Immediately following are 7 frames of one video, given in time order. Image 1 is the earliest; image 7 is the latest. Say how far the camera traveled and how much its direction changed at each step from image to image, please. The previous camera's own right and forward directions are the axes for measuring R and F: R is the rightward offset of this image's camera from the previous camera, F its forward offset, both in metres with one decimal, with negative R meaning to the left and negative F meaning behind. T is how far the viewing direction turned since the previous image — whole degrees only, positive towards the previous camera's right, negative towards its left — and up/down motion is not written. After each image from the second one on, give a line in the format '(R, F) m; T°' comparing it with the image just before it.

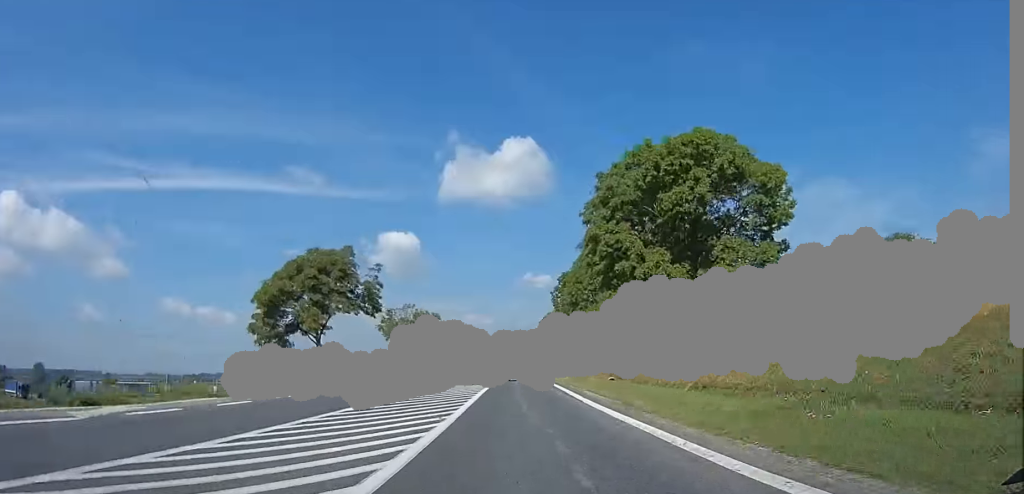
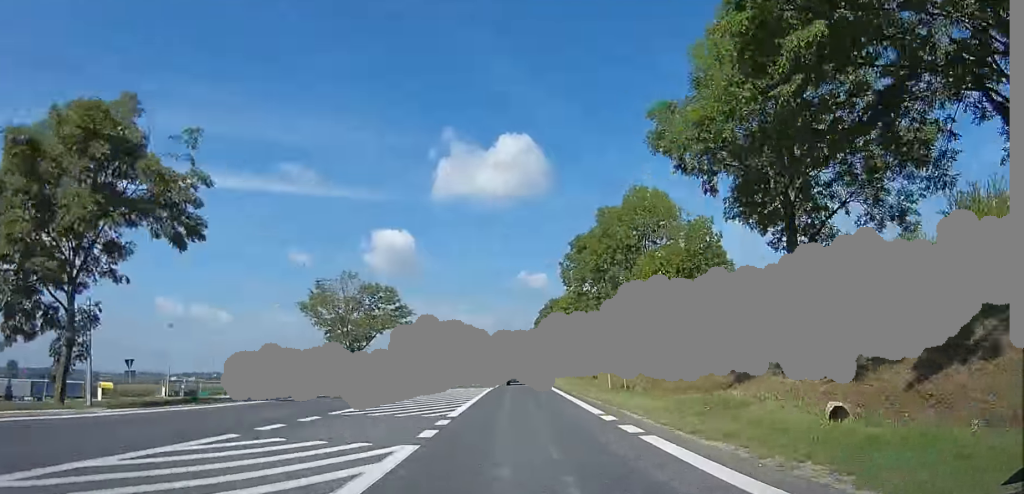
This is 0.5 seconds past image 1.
(0.0, +22.6) m; 0°
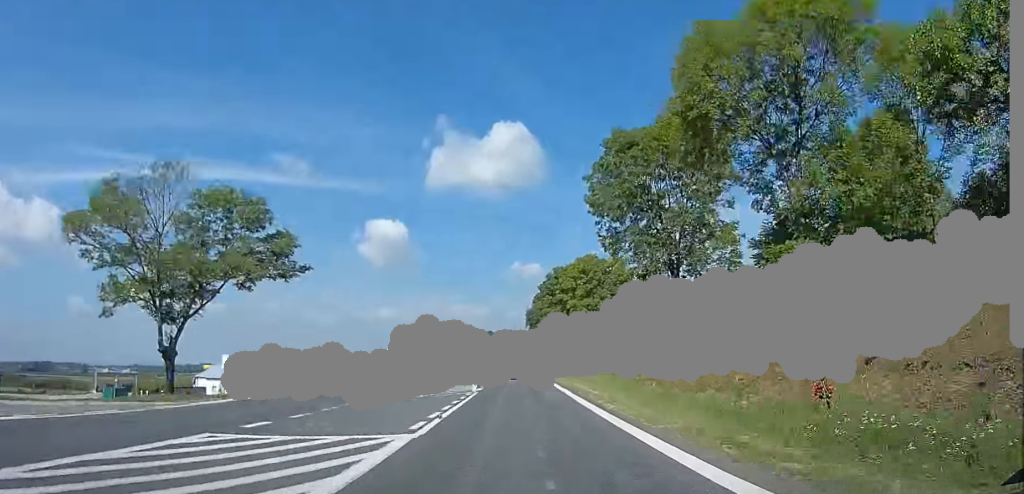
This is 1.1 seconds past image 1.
(0.0, +24.0) m; 0°
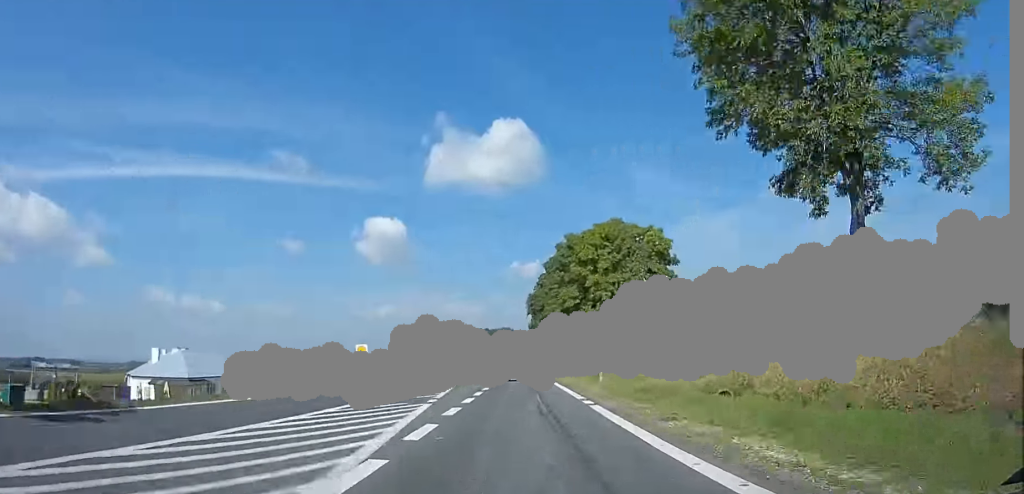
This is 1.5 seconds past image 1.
(0.0, +18.3) m; 0°
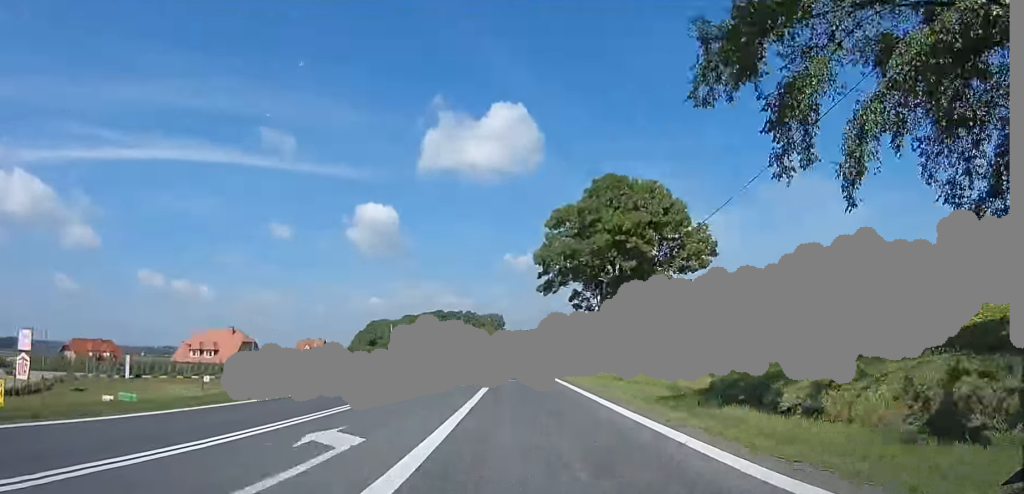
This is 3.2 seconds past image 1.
(+0.7, +71.4) m; +2°
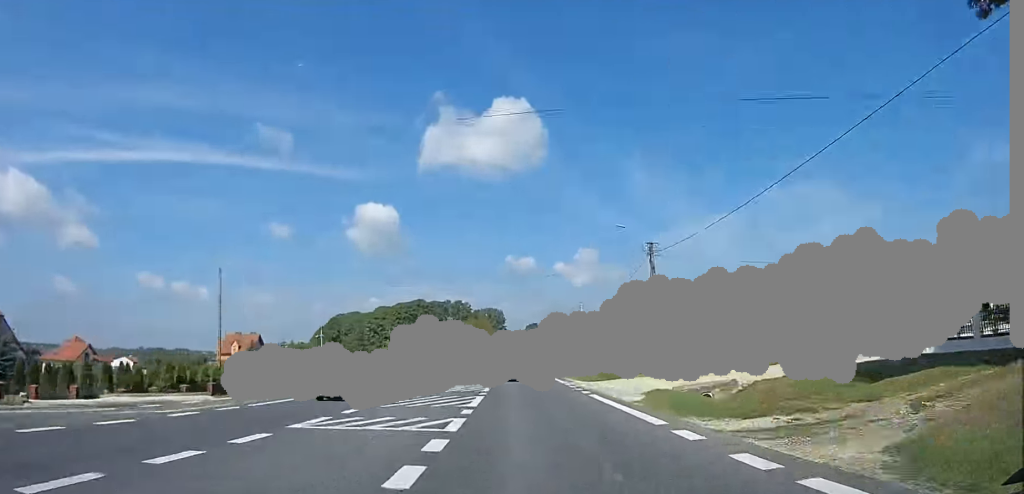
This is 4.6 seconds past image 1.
(+1.2, +56.6) m; +2°
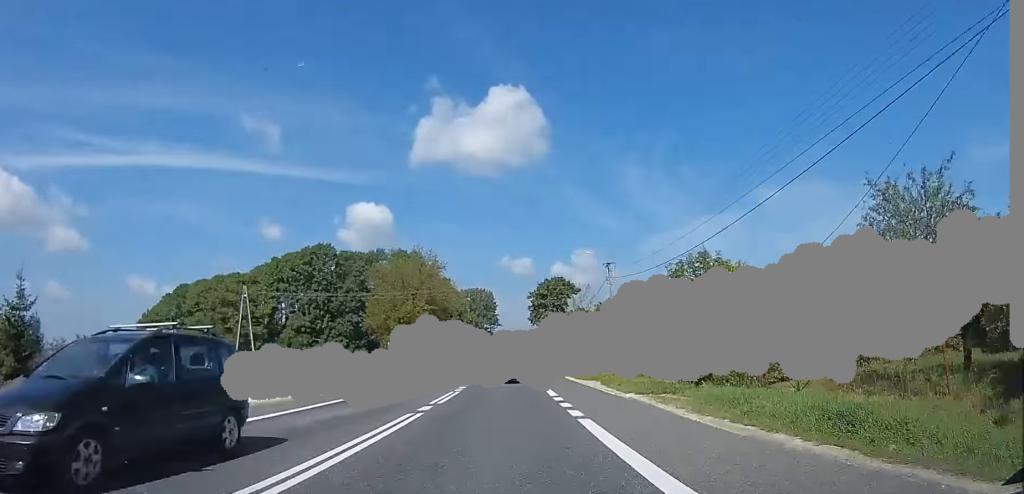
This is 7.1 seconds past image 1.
(-0.4, +101.5) m; +1°
